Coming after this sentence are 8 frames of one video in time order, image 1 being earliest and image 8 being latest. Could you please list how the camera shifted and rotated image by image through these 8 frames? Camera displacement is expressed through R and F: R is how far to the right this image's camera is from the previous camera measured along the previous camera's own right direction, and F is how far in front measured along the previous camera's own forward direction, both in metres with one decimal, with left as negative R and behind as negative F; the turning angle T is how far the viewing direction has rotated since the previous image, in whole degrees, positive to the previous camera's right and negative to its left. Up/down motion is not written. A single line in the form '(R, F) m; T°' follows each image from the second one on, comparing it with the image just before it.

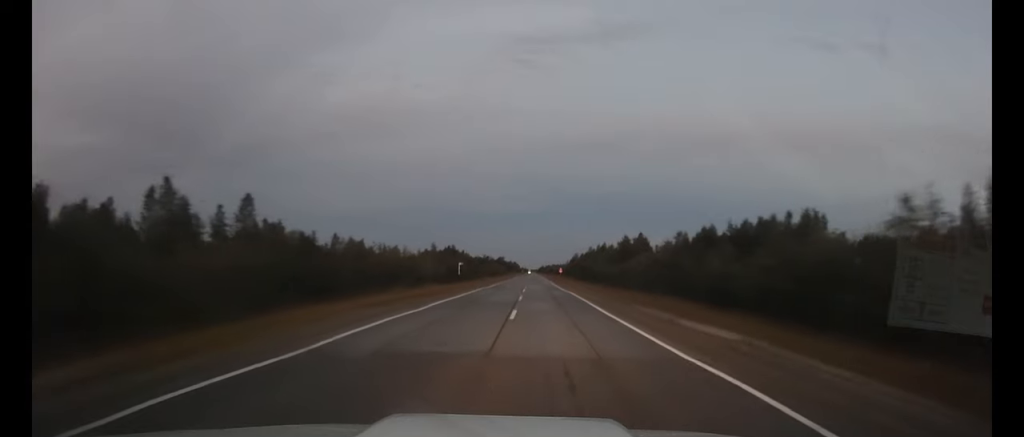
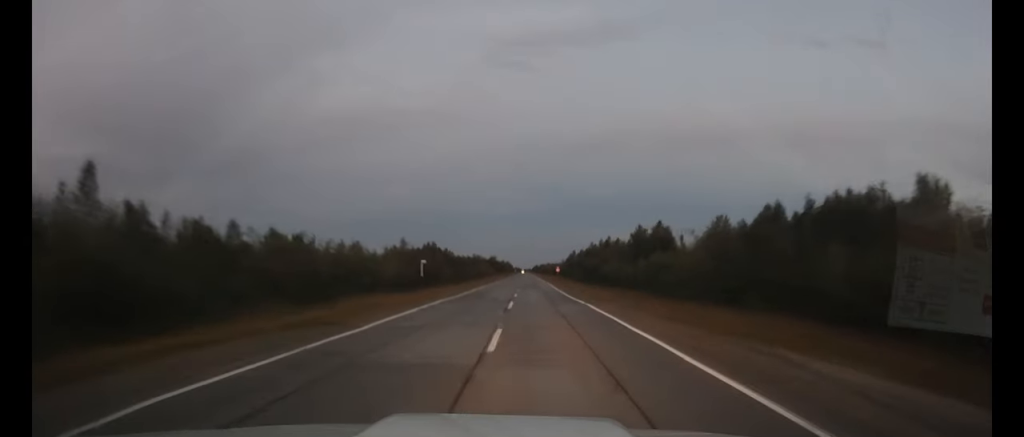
(0.0, +19.0) m; 0°
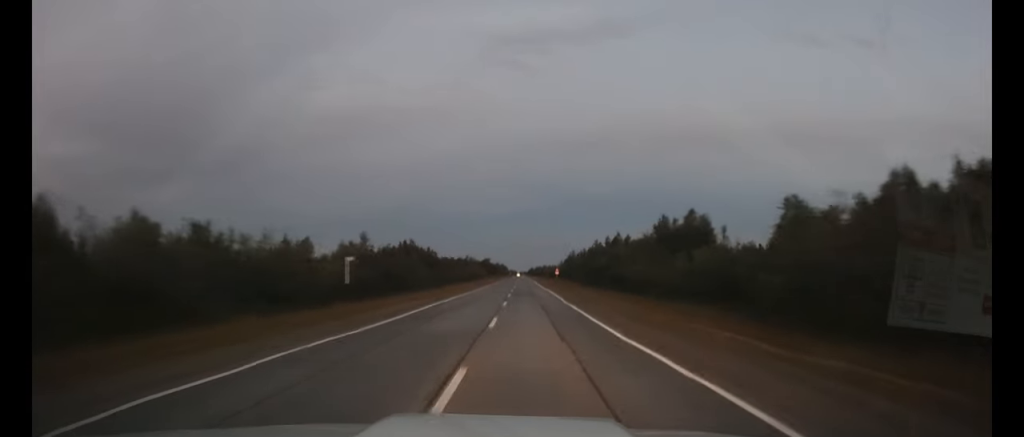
(0.0, +17.9) m; 0°
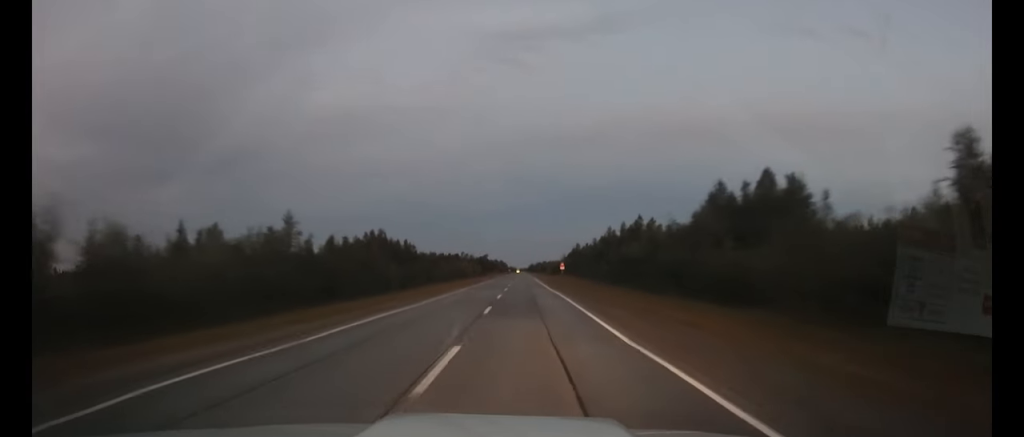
(+0.1, +20.5) m; 0°
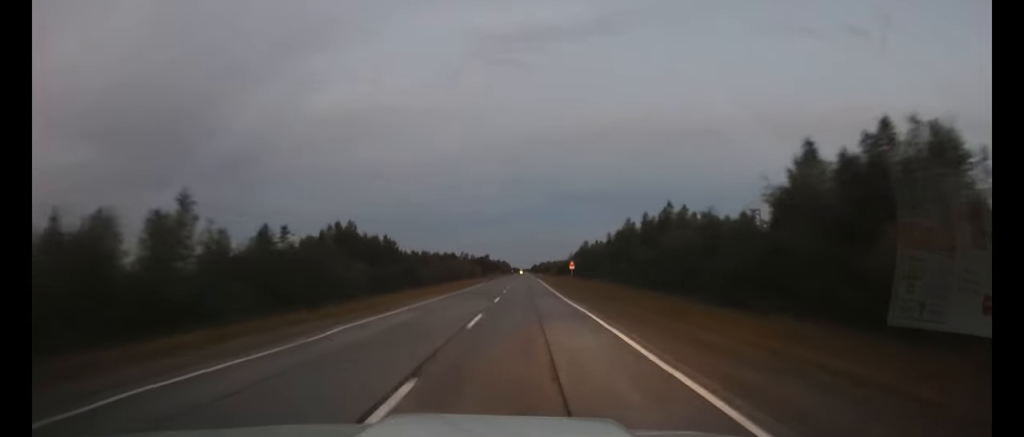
(+0.1, +15.4) m; 0°
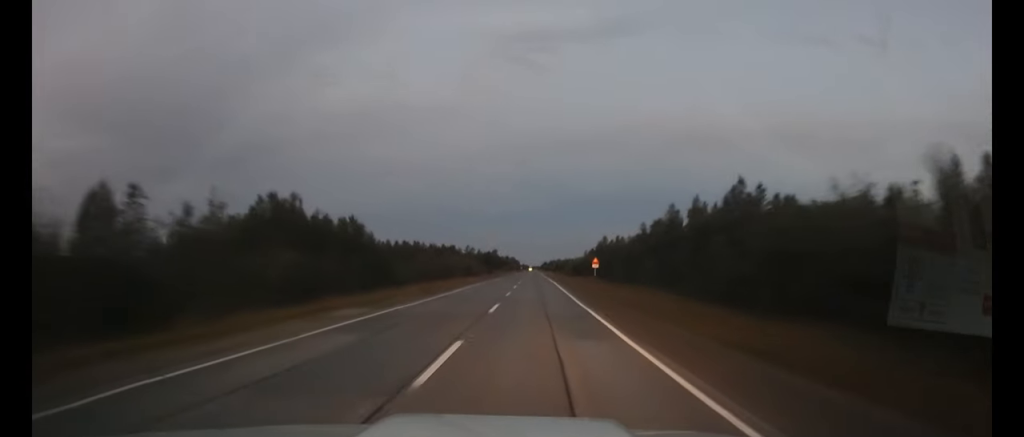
(0.0, +19.5) m; 0°
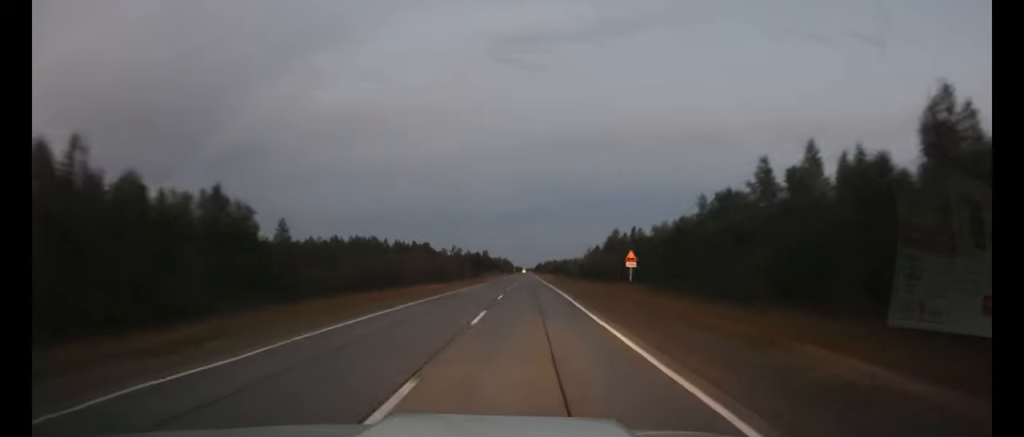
(-0.2, +27.0) m; 0°
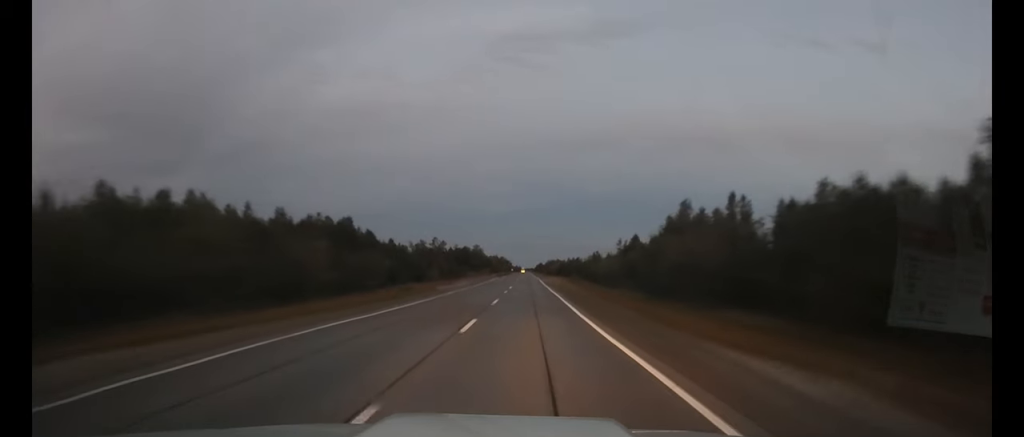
(0.0, +48.7) m; 0°
